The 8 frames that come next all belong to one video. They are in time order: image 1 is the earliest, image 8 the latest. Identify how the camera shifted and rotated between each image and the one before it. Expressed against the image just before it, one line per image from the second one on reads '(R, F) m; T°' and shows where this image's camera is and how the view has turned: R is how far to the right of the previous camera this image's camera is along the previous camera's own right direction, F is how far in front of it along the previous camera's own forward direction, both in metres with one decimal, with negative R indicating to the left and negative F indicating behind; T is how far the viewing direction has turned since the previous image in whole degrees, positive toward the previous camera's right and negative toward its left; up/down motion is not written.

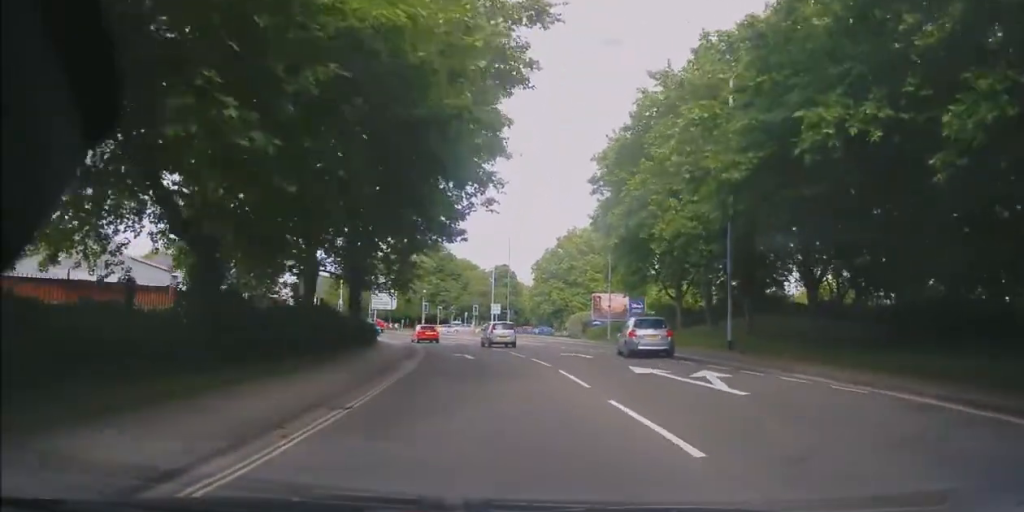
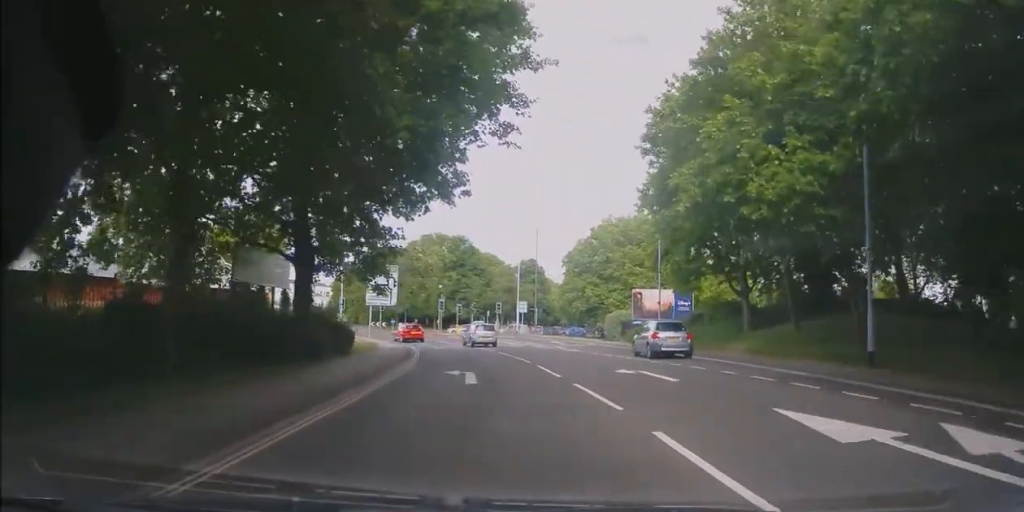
(0.0, +8.9) m; -2°
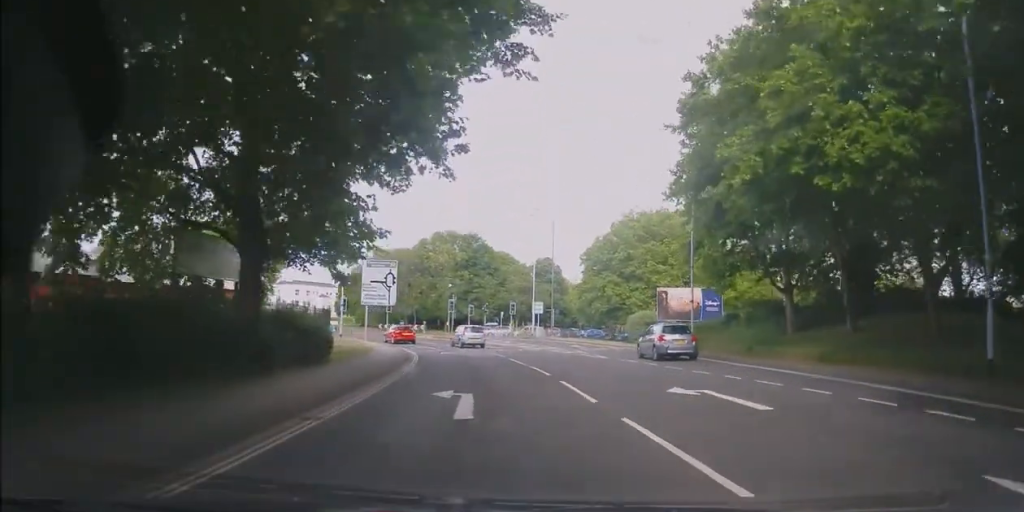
(+0.1, +4.4) m; -1°
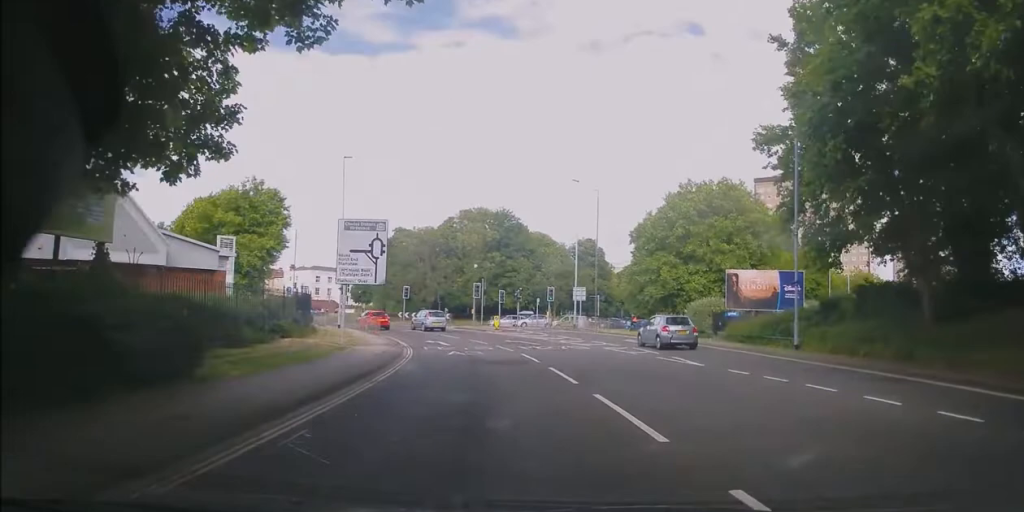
(-0.6, +9.7) m; -3°
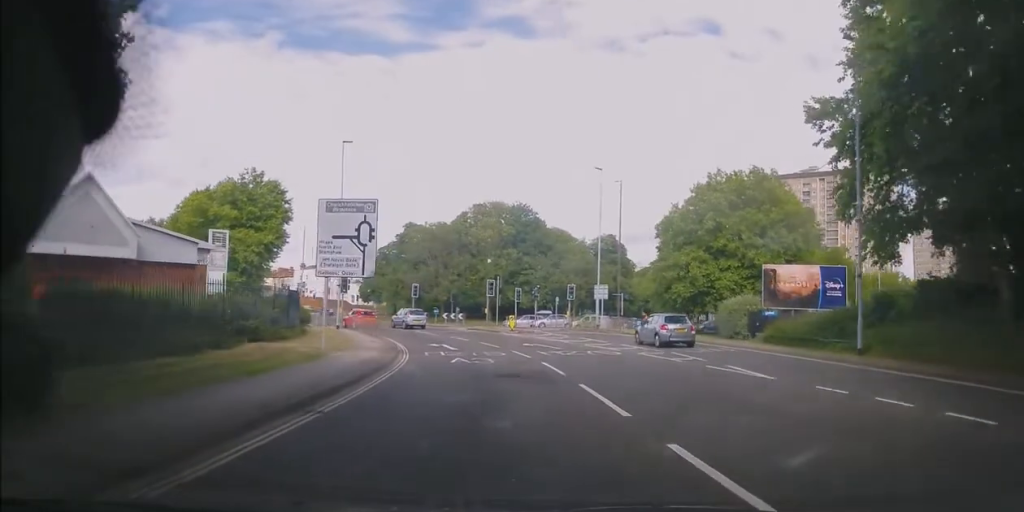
(+0.1, +3.8) m; -1°
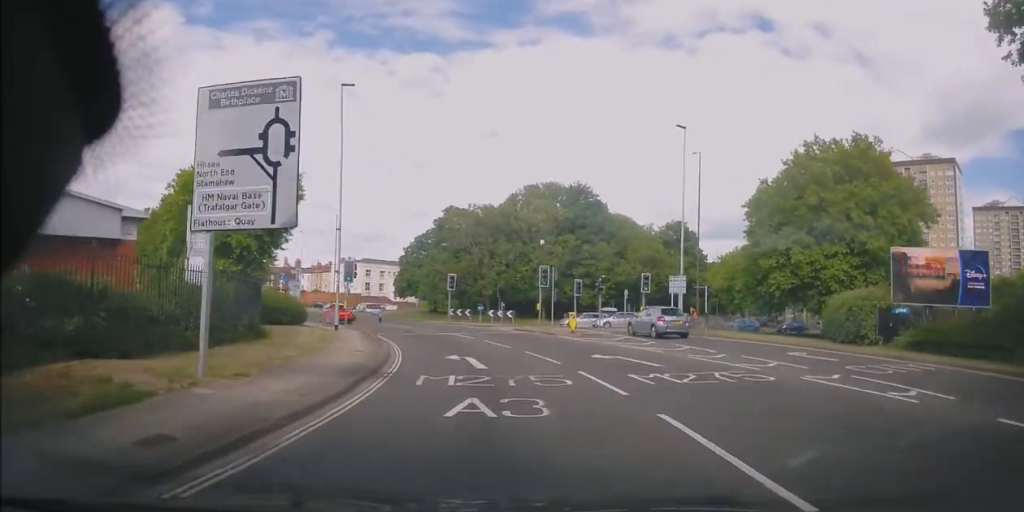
(-0.3, +10.1) m; -6°
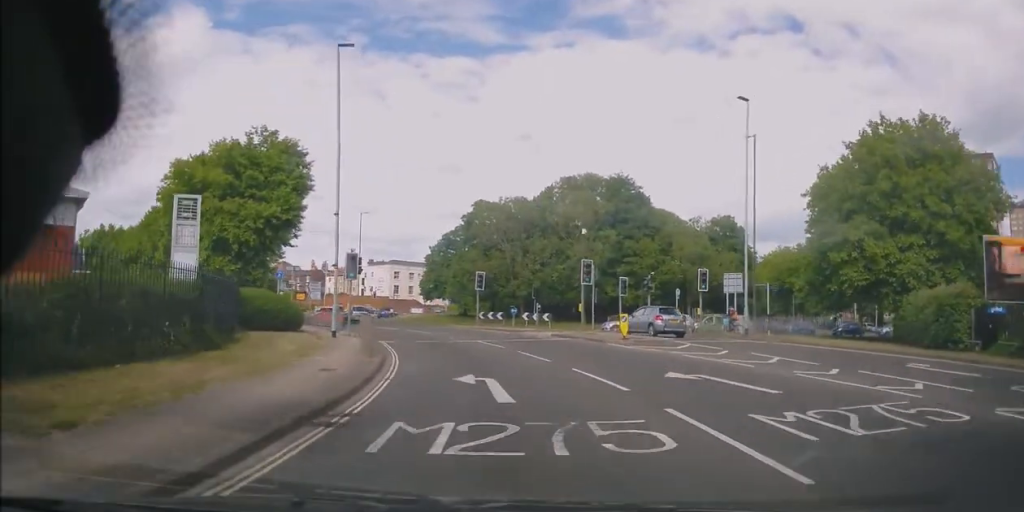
(-0.1, +5.4) m; -4°
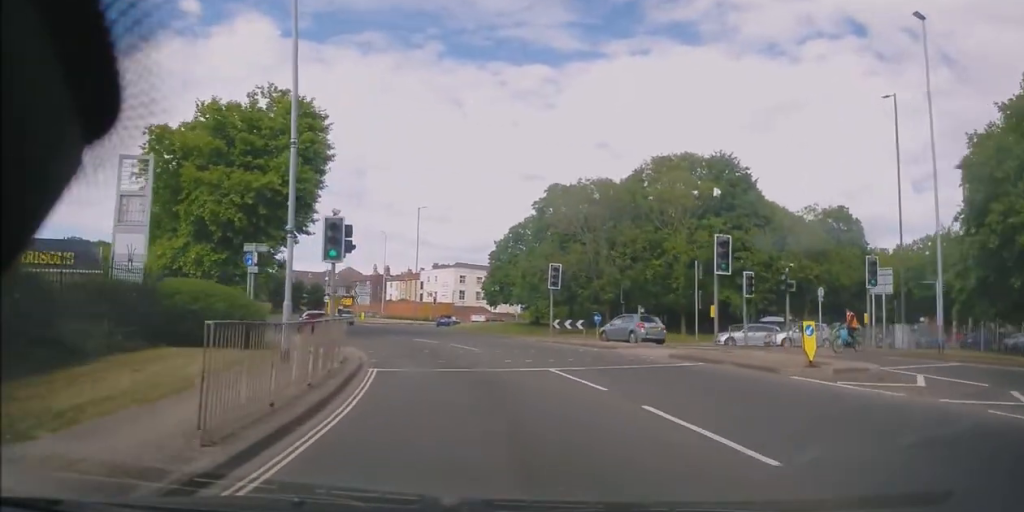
(-0.6, +11.2) m; -3°
